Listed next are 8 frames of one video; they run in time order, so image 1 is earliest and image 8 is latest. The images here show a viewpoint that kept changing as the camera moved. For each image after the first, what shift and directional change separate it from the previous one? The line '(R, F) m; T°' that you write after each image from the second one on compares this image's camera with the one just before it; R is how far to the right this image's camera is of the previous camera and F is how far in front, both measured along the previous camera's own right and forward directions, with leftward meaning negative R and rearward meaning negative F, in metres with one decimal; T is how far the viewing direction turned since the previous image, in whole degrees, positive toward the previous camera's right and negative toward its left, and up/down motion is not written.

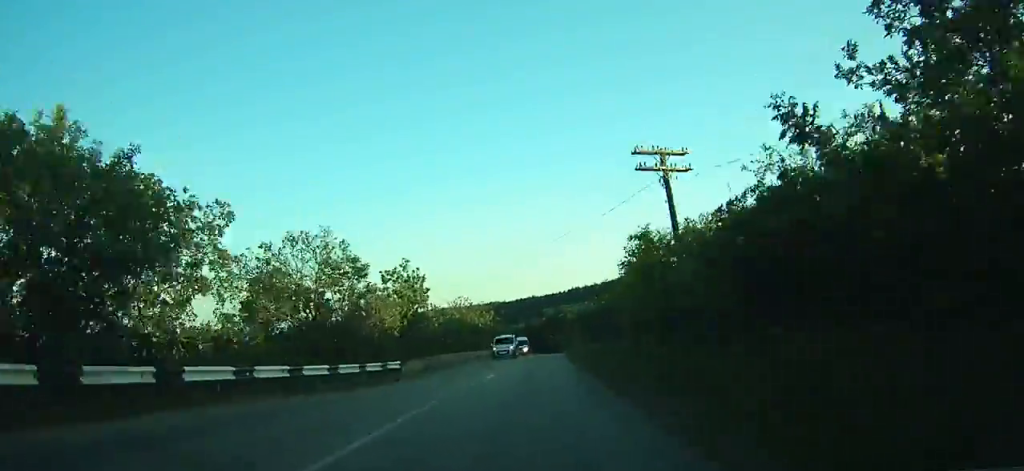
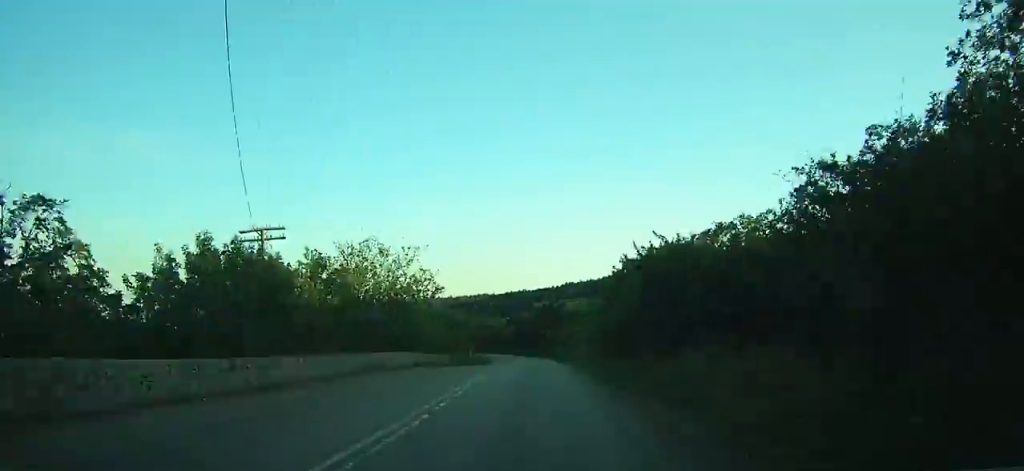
(+4.1, +35.9) m; +5°
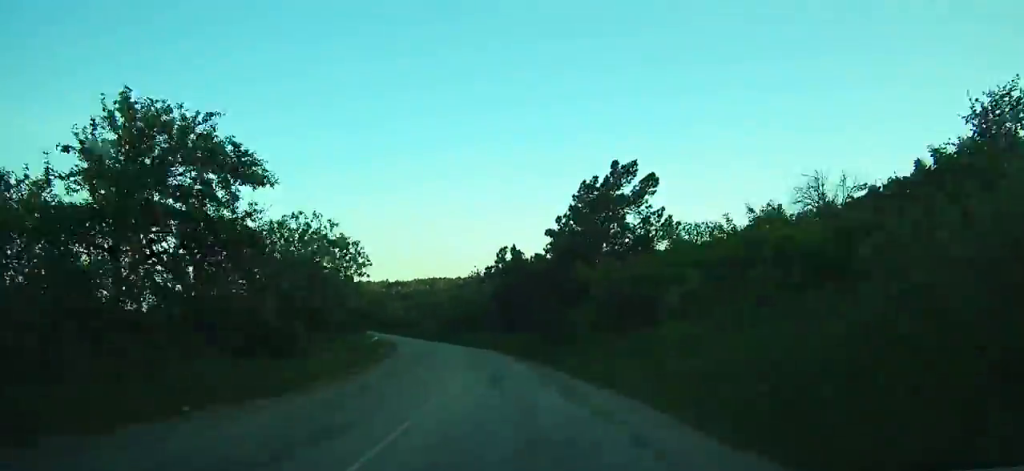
(-1.4, +67.2) m; -6°
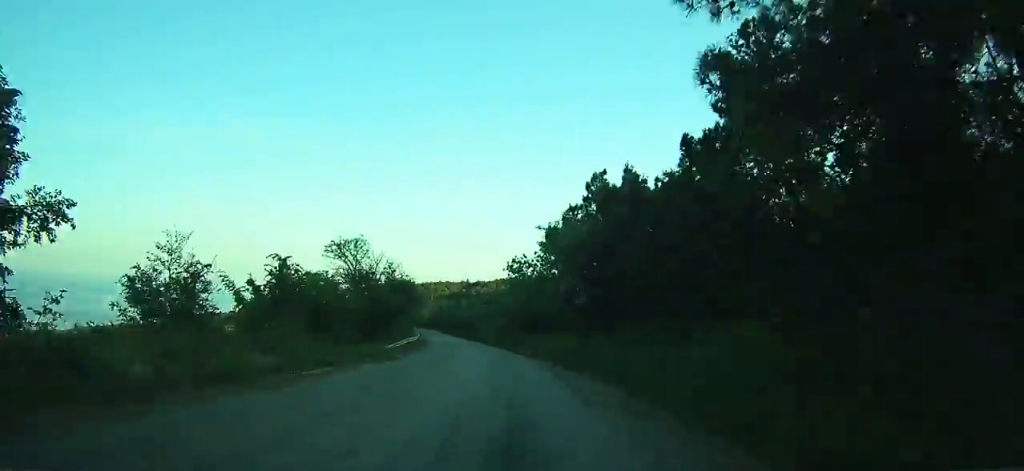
(-0.7, +23.4) m; -4°
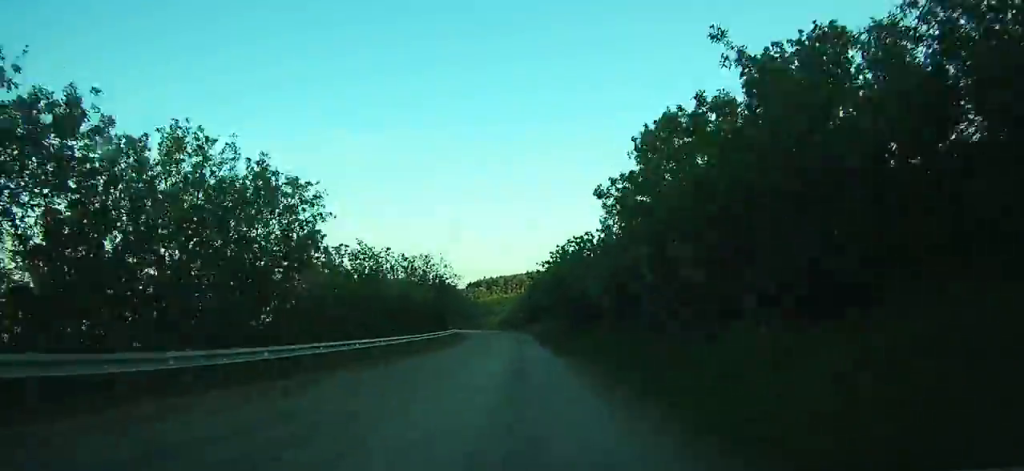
(-12.4, +102.5) m; -11°
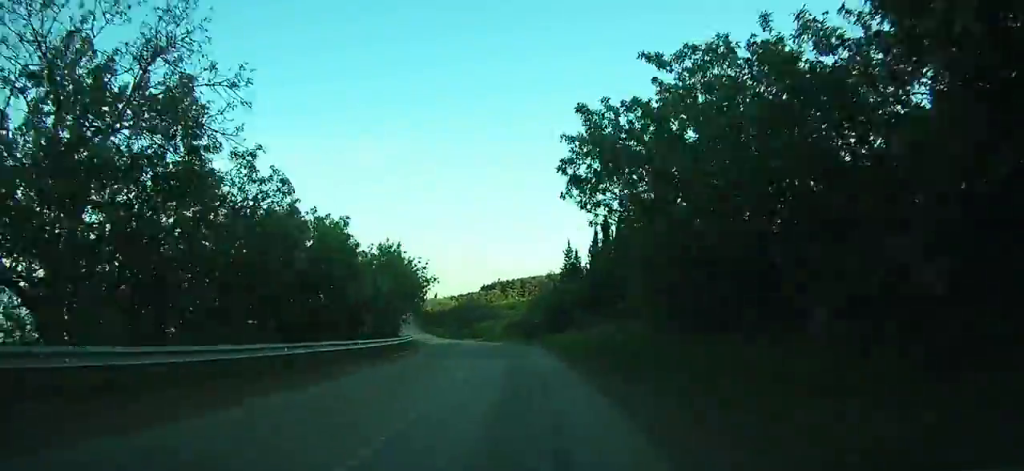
(-0.9, +36.6) m; -4°
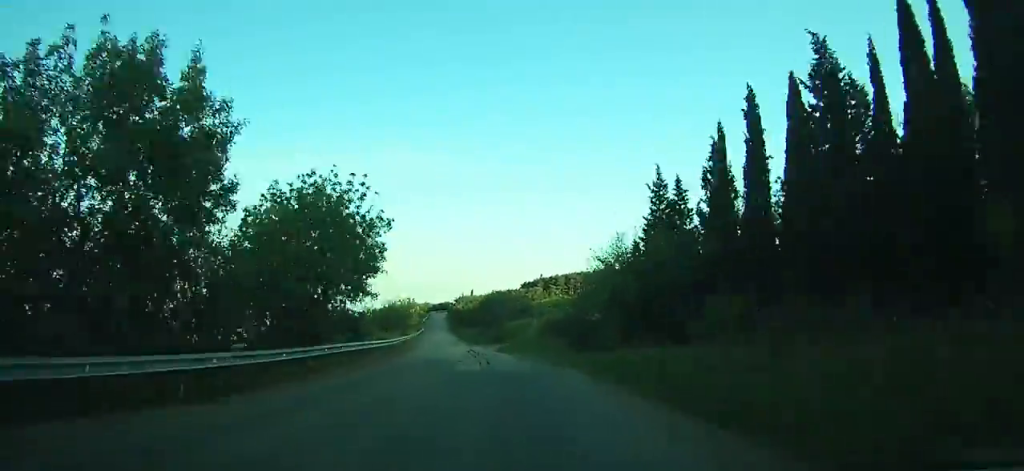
(0.0, +23.8) m; -3°
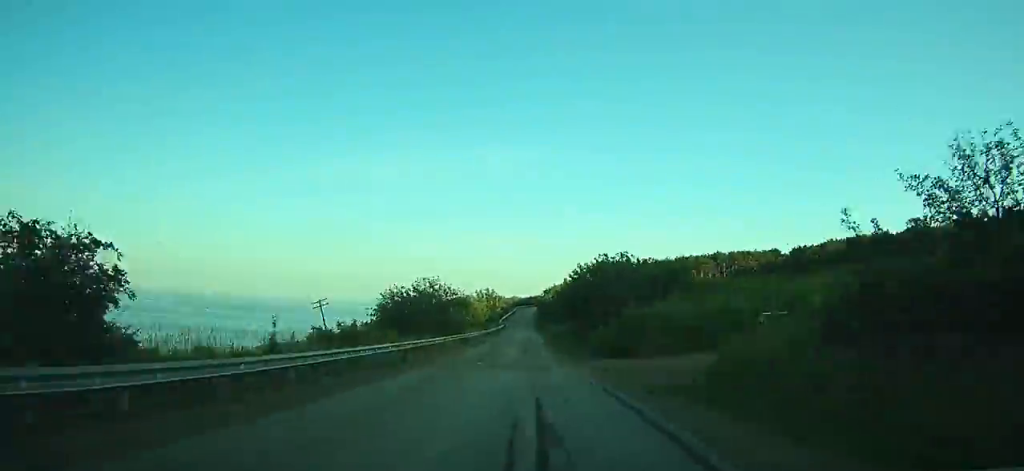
(-1.8, +34.3) m; -4°
